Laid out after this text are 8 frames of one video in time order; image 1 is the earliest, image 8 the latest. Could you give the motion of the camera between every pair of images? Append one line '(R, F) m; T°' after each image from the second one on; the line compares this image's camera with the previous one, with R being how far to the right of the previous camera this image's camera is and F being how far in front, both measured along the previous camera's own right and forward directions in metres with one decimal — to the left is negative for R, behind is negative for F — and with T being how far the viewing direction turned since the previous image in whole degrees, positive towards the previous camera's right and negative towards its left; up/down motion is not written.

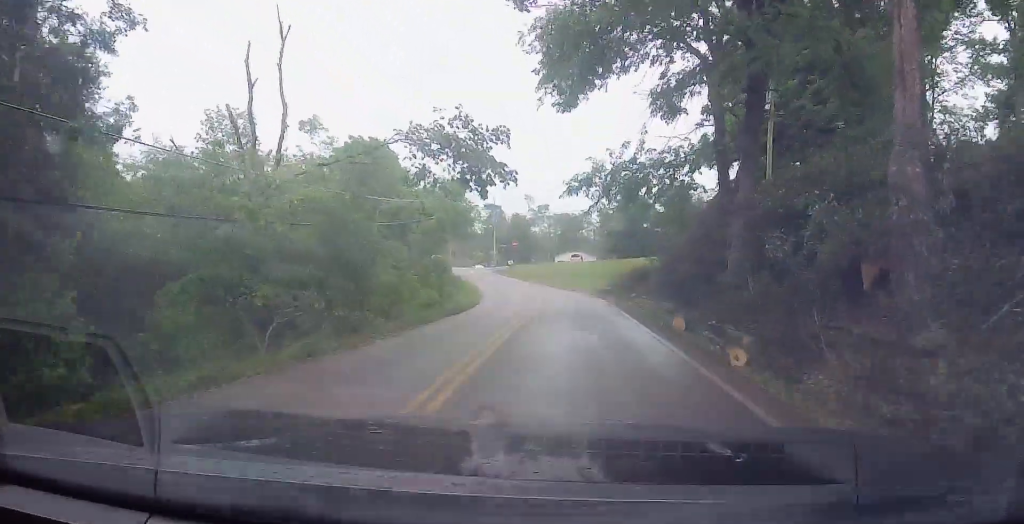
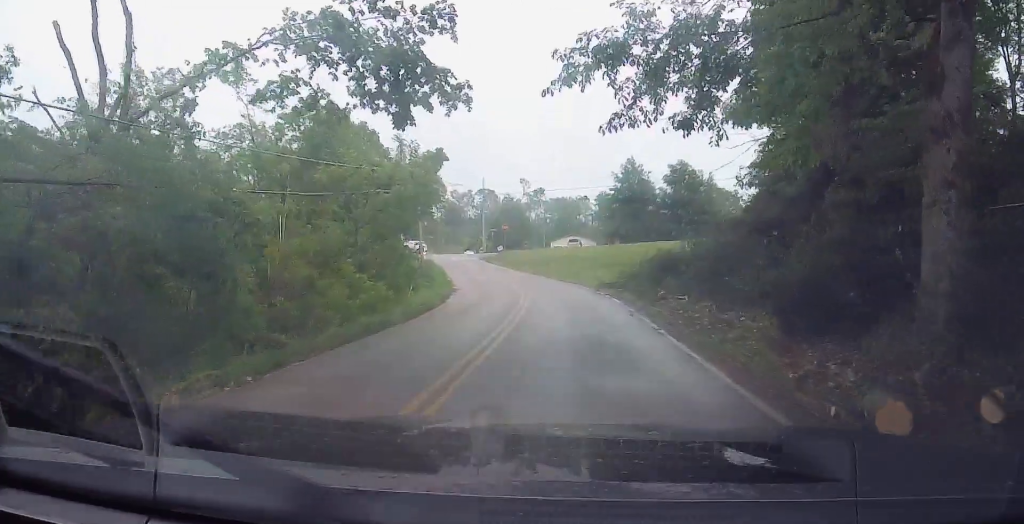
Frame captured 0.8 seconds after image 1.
(+0.1, +10.1) m; -2°
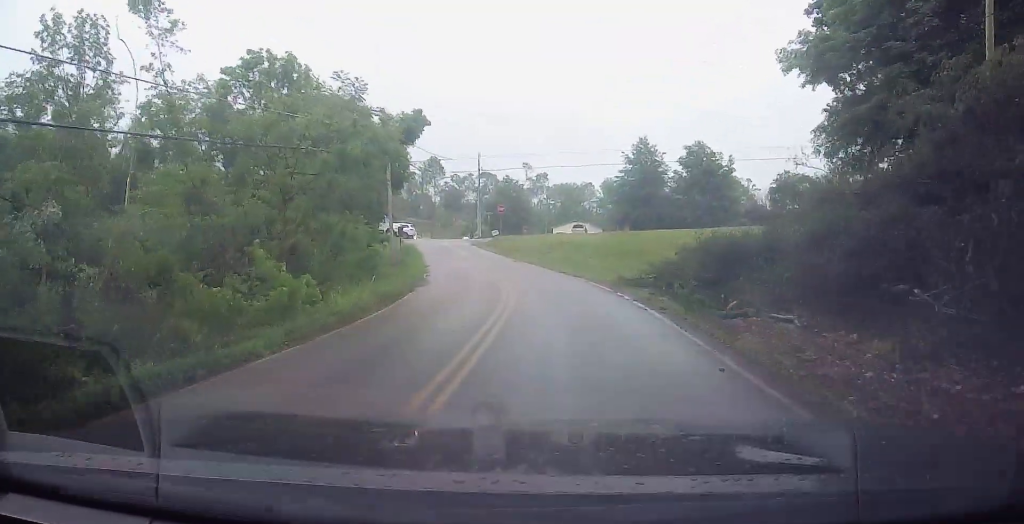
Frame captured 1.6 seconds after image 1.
(-0.4, +8.8) m; -2°
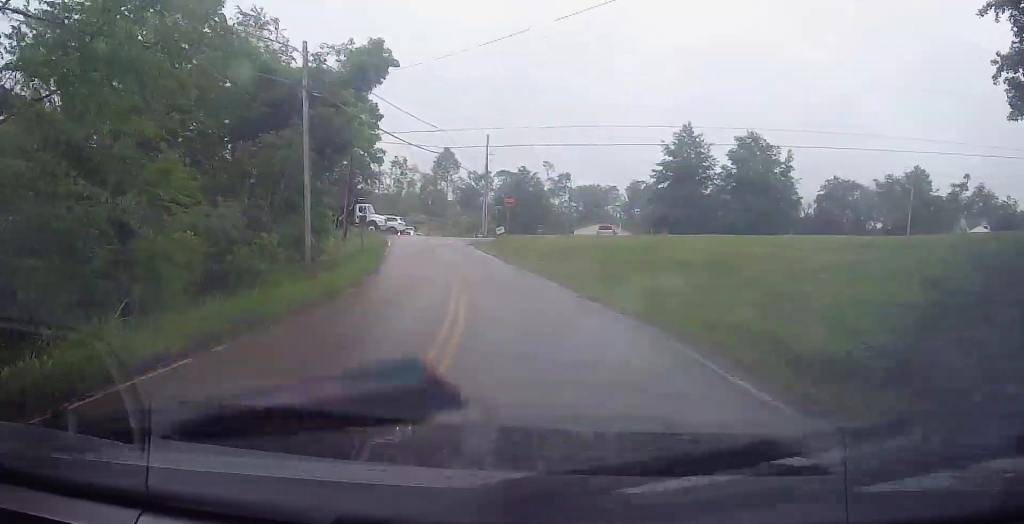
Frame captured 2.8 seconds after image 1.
(0.0, +14.6) m; -1°
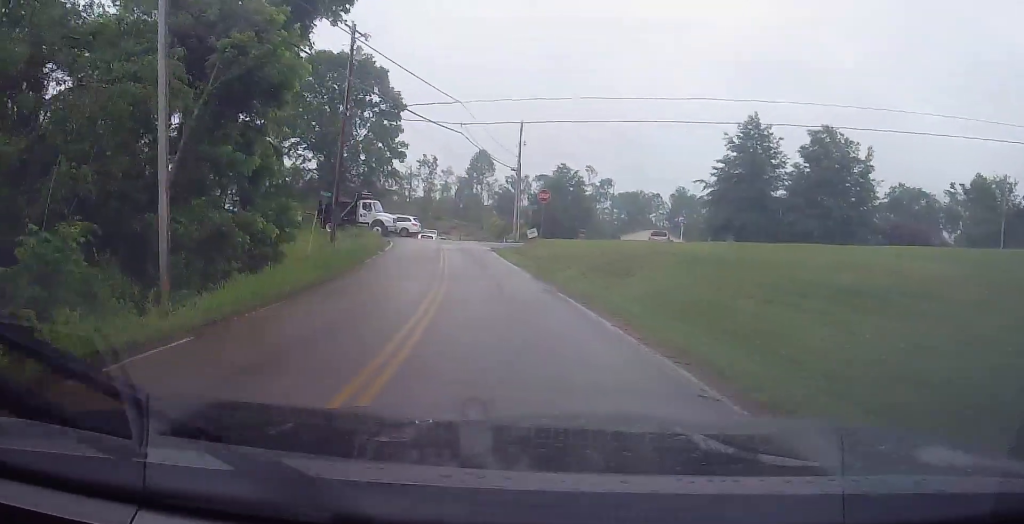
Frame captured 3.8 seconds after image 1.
(-0.1, +10.5) m; -2°
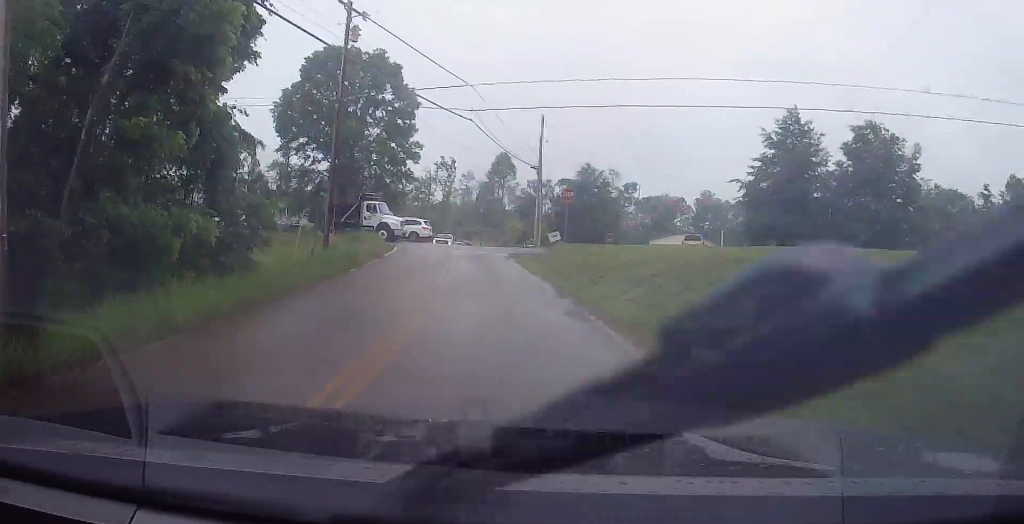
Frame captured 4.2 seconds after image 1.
(-0.1, +4.8) m; -2°
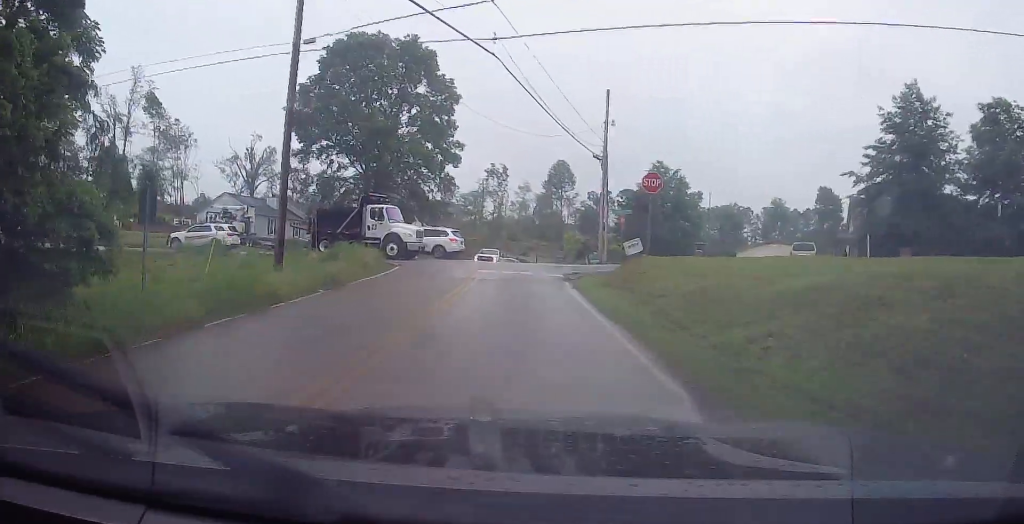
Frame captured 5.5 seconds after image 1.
(-0.6, +12.8) m; -4°
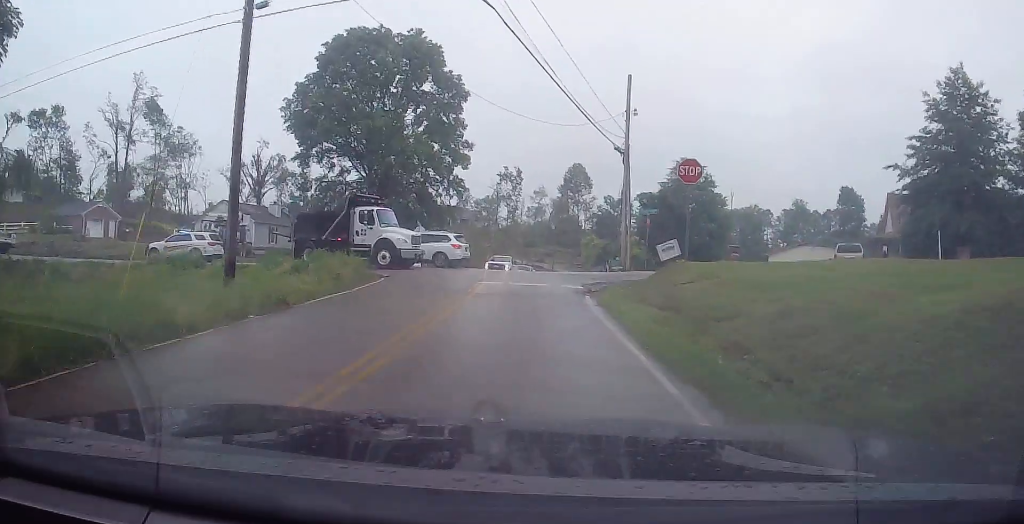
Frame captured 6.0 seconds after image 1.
(0.0, +4.8) m; -2°
